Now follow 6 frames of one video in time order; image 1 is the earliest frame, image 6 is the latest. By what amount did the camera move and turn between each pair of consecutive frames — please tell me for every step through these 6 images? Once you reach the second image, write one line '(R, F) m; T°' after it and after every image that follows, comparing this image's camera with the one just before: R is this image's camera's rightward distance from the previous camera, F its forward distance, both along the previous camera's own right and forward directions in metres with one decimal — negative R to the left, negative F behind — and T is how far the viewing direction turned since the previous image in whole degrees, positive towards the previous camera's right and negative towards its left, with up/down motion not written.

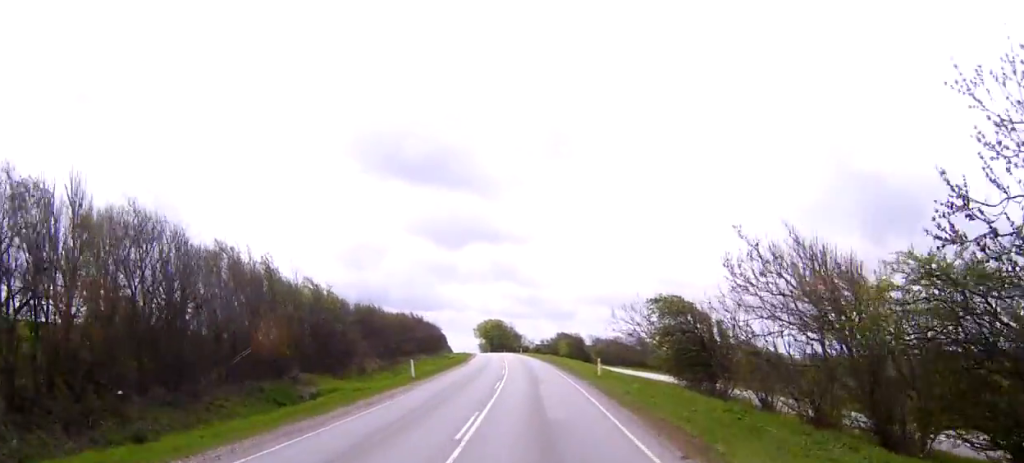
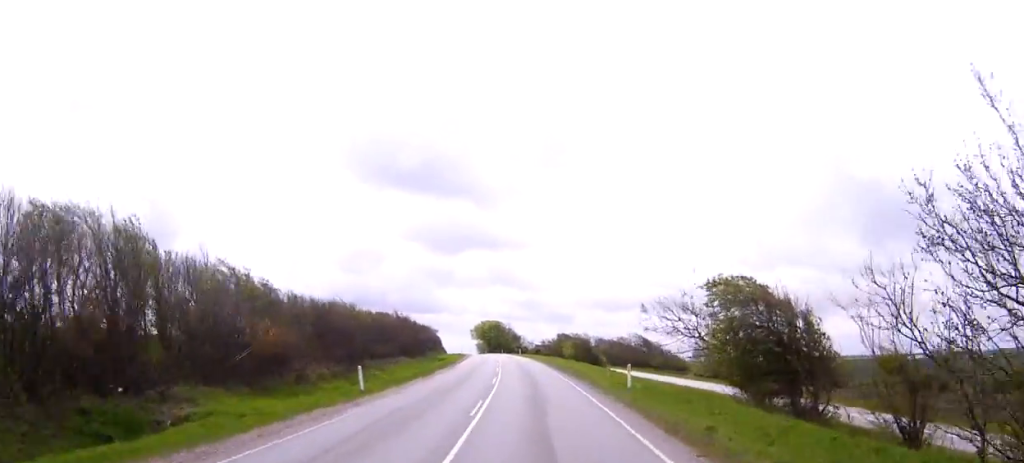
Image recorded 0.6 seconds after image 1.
(0.0, +12.1) m; 0°
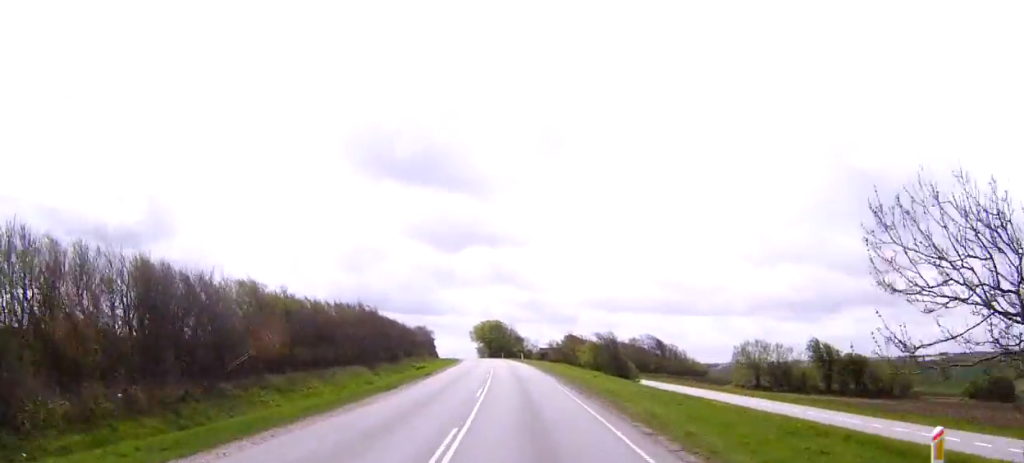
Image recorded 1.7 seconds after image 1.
(-0.1, +21.5) m; -1°
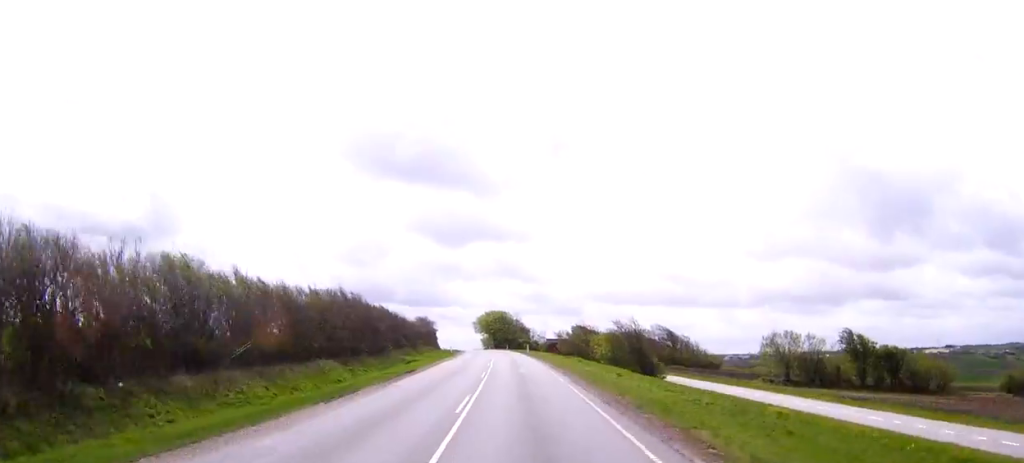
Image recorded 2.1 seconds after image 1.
(0.0, +9.4) m; 0°
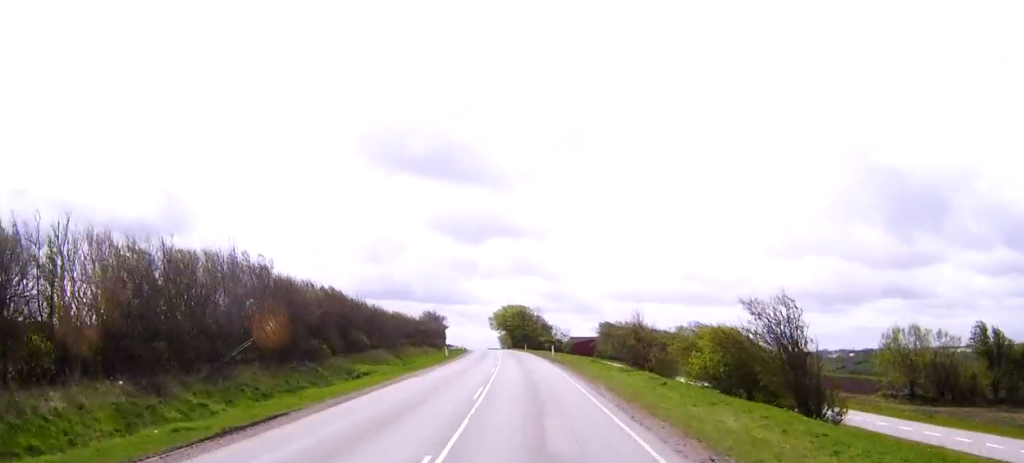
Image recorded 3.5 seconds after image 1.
(-0.2, +26.8) m; -1°
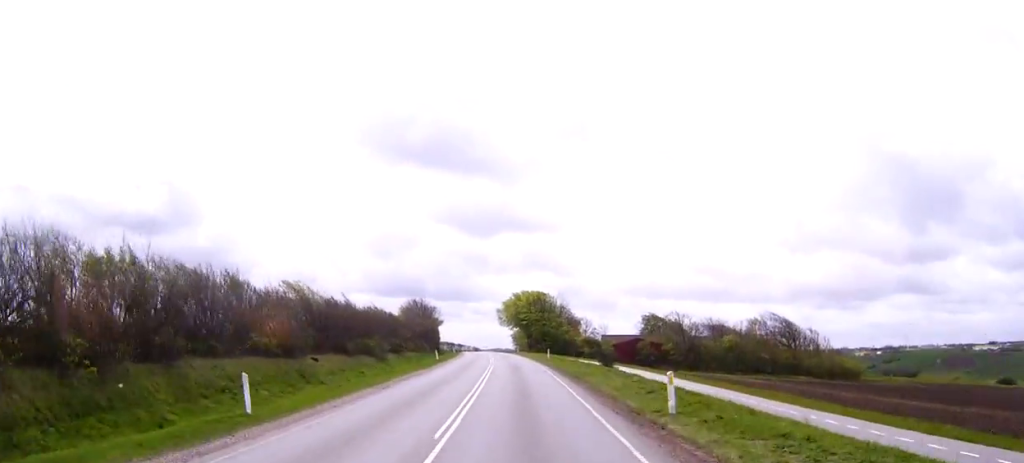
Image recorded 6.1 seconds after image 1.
(-1.0, +52.7) m; -2°
